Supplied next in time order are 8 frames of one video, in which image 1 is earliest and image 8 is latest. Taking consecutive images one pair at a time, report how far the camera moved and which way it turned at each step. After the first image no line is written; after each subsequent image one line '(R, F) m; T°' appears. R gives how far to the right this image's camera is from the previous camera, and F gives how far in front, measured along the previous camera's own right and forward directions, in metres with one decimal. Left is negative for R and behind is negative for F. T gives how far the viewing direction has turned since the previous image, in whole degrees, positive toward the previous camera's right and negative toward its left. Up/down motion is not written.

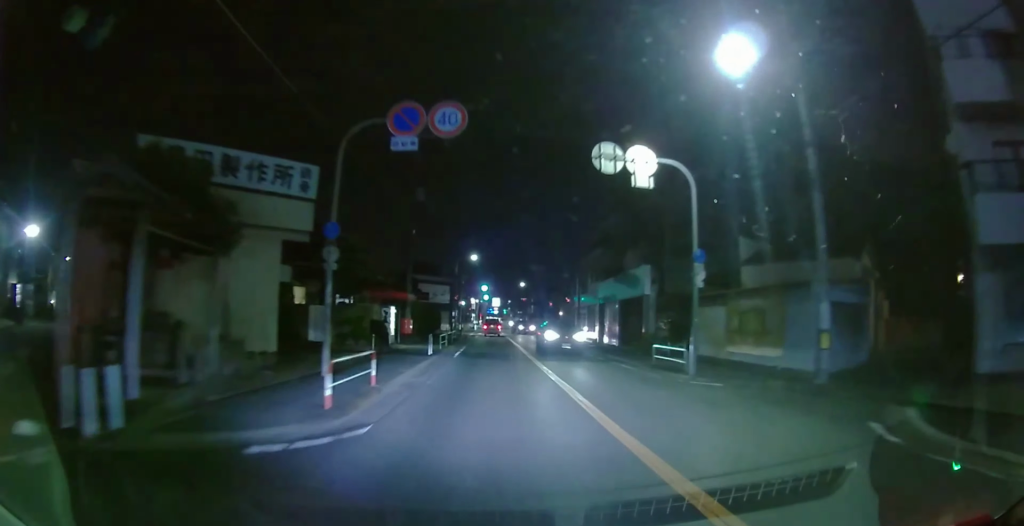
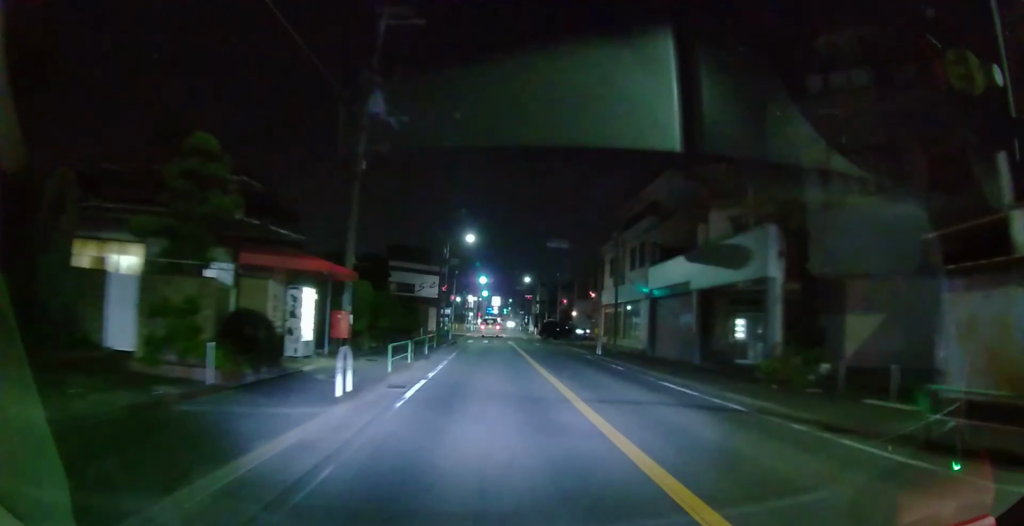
(0.0, +12.0) m; +1°
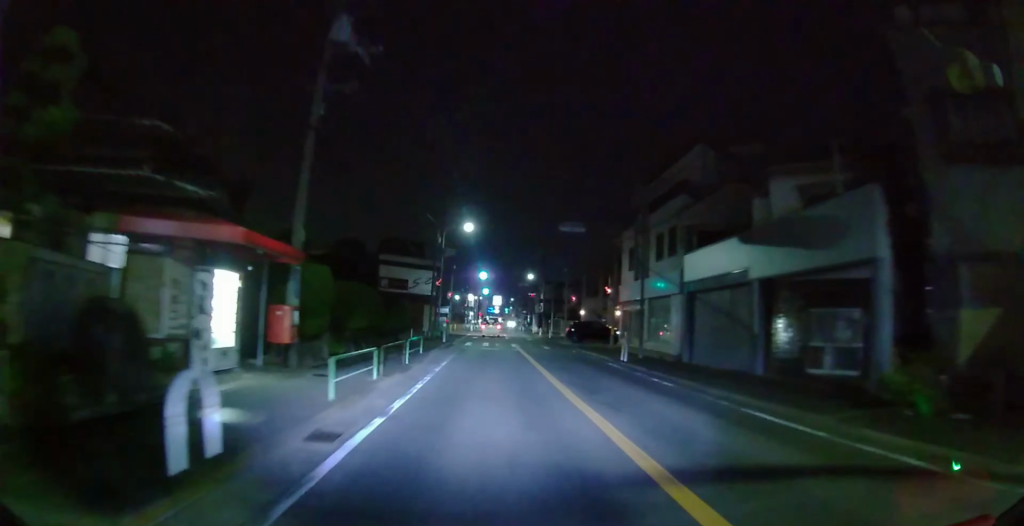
(+0.1, +4.8) m; 0°
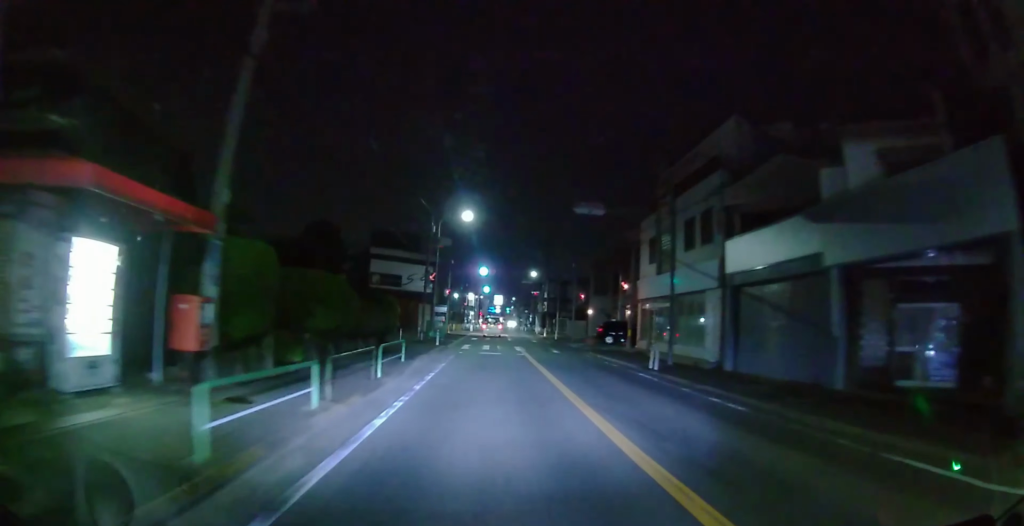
(0.0, +3.8) m; 0°
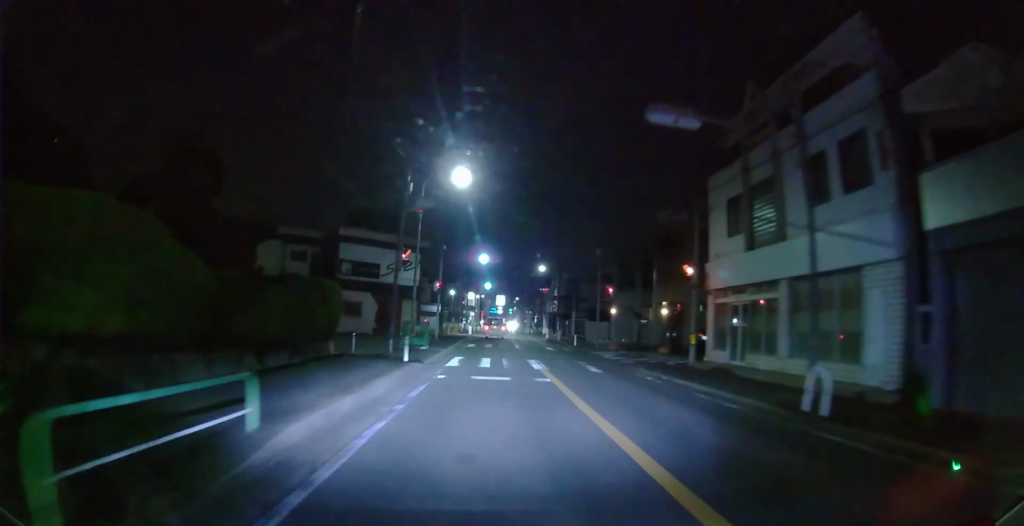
(0.0, +9.2) m; 0°
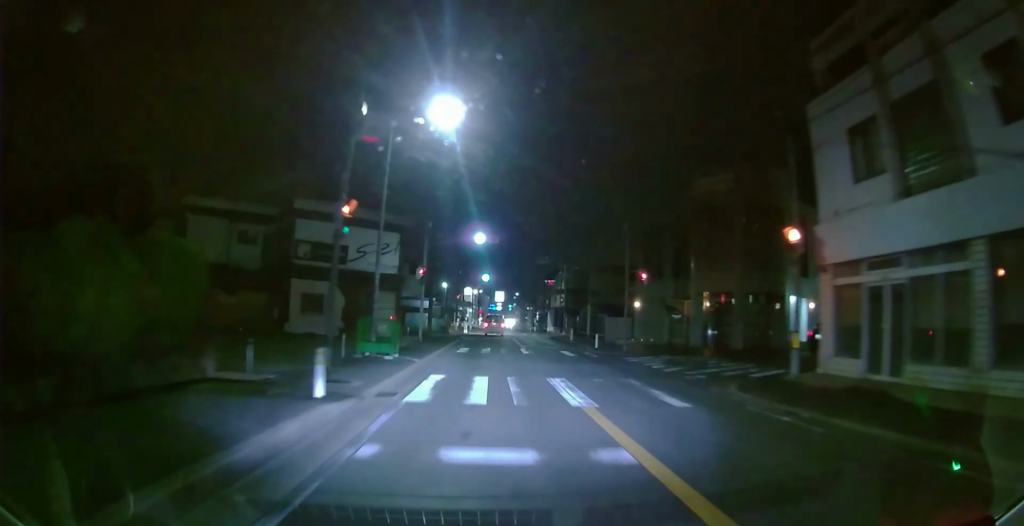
(0.0, +7.4) m; 0°
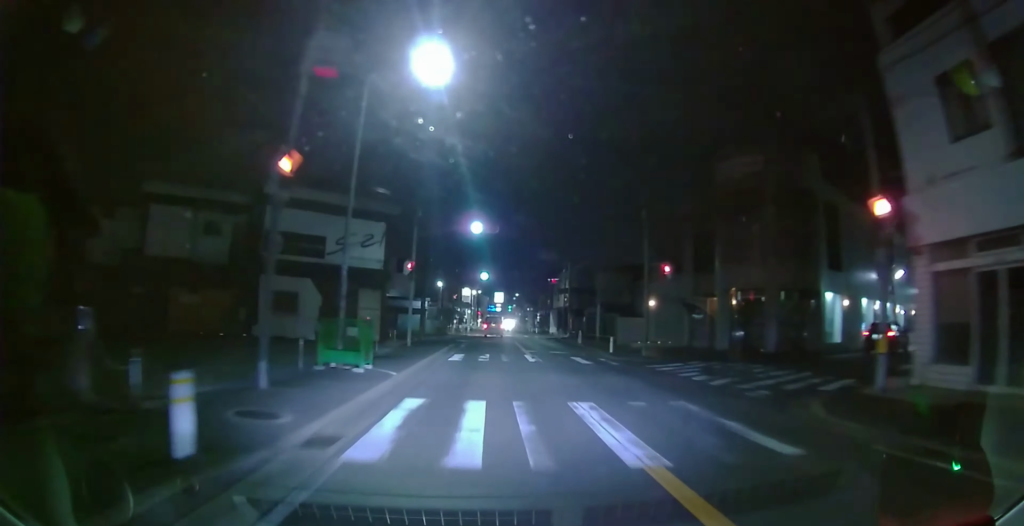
(0.0, +3.6) m; 0°
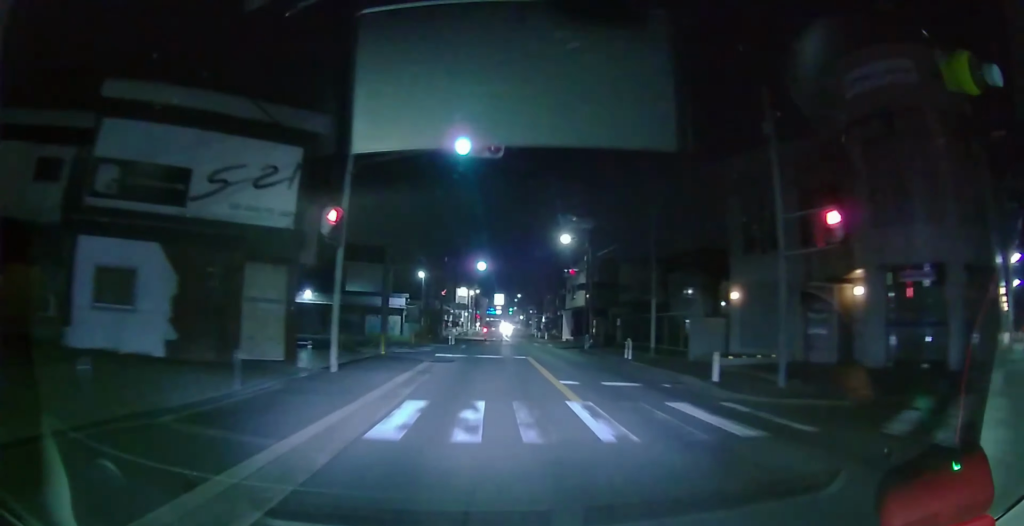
(0.0, +11.6) m; -1°
